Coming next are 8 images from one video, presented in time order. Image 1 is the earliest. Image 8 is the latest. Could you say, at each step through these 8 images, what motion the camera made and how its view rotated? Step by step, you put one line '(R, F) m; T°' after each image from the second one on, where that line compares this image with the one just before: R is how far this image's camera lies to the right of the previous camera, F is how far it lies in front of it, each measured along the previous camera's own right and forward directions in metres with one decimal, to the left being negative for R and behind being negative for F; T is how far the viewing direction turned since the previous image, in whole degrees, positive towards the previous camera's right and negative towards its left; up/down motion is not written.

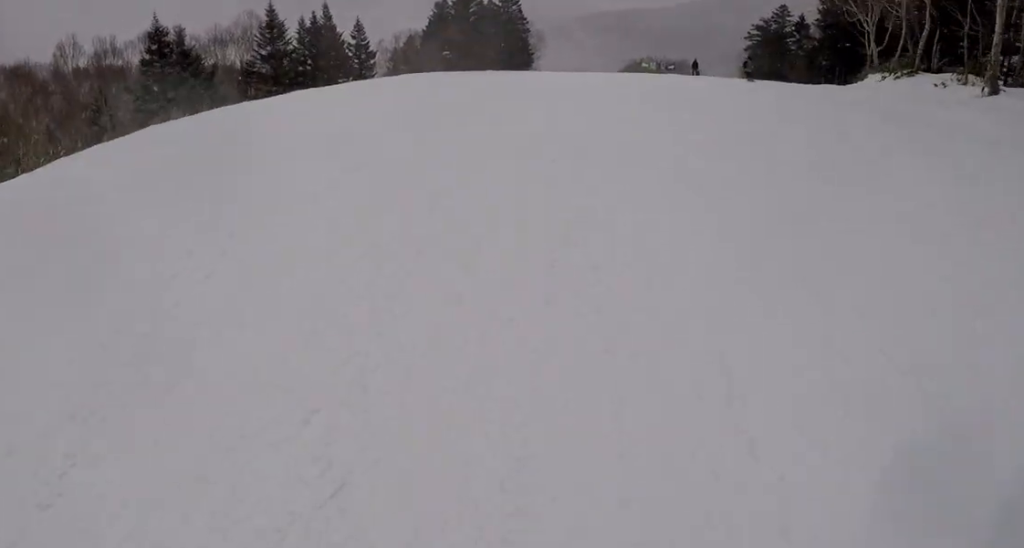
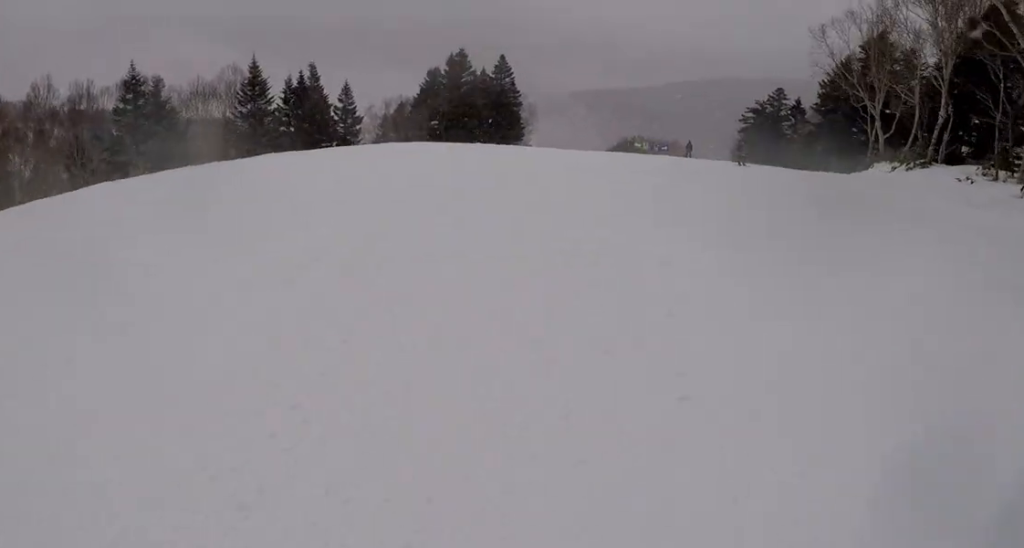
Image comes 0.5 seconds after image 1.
(-0.8, +2.6) m; +7°
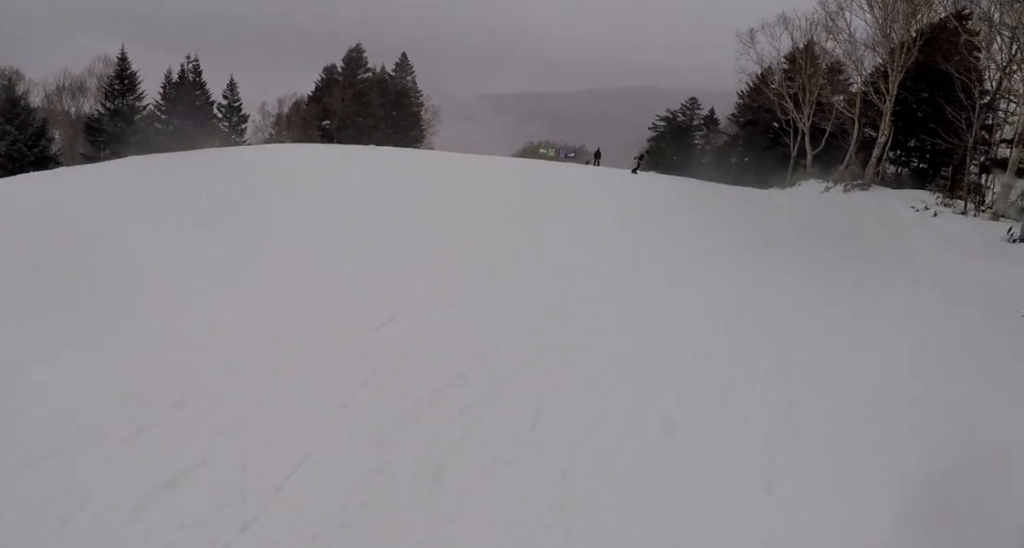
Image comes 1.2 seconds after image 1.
(+1.5, +3.9) m; +14°
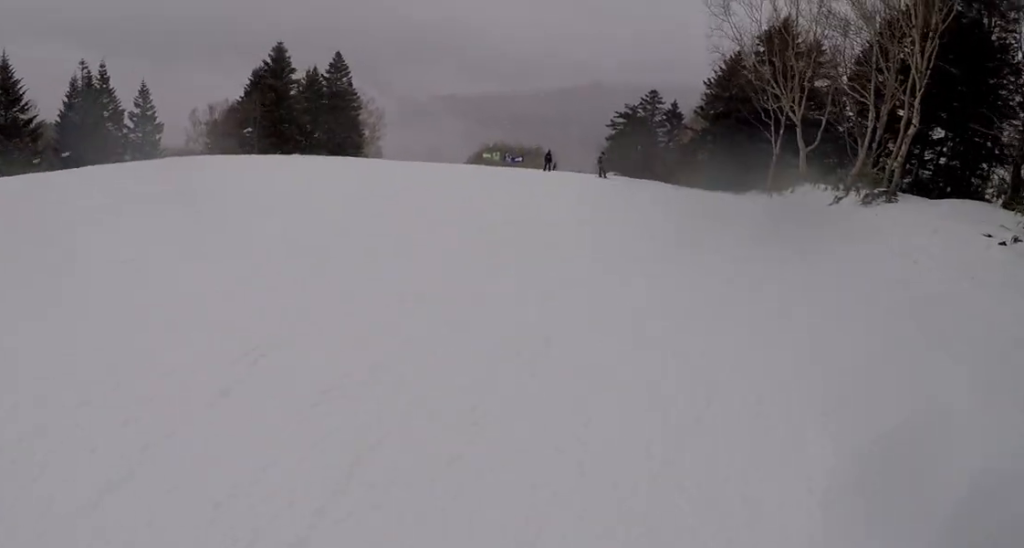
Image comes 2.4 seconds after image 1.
(+0.8, +7.3) m; -2°
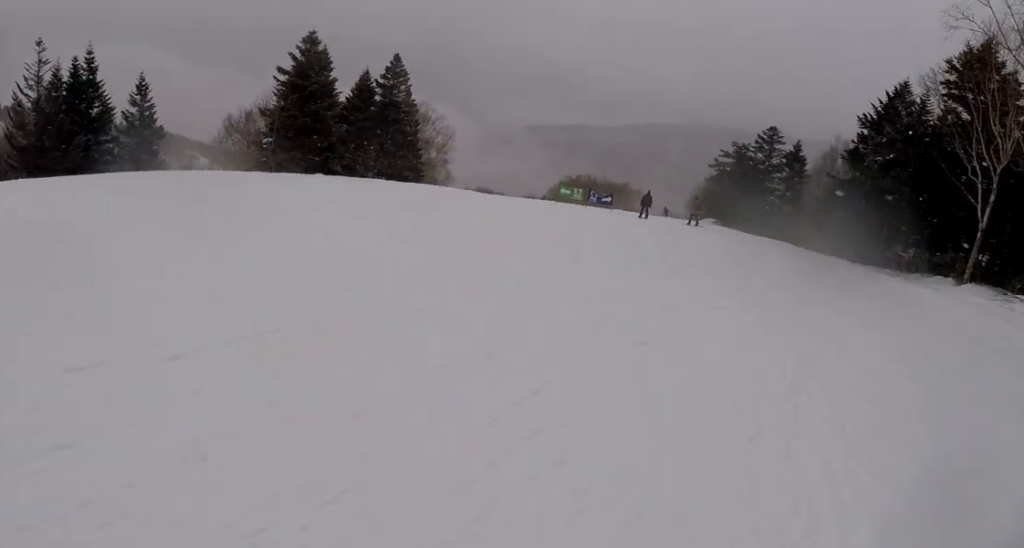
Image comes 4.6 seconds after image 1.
(-1.8, +11.7) m; -8°
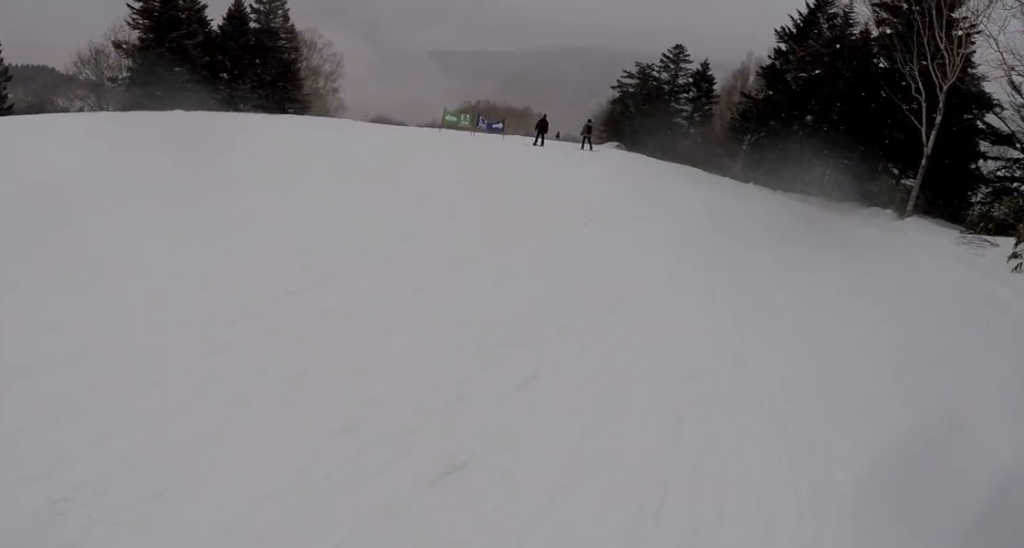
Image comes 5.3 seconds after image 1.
(-0.1, +3.8) m; +12°
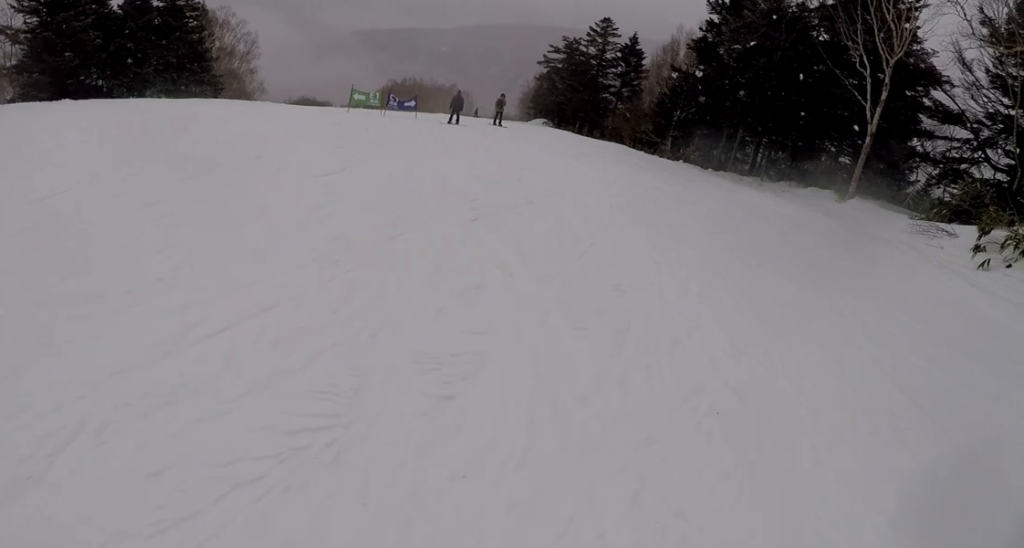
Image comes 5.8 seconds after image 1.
(+0.3, +2.0) m; +3°
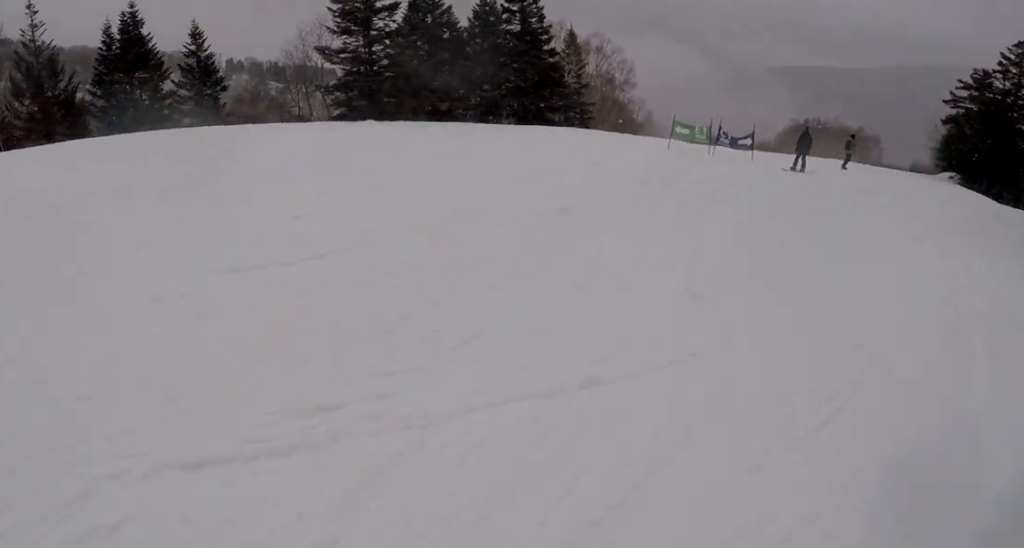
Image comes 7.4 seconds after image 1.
(-0.2, +6.9) m; -15°
